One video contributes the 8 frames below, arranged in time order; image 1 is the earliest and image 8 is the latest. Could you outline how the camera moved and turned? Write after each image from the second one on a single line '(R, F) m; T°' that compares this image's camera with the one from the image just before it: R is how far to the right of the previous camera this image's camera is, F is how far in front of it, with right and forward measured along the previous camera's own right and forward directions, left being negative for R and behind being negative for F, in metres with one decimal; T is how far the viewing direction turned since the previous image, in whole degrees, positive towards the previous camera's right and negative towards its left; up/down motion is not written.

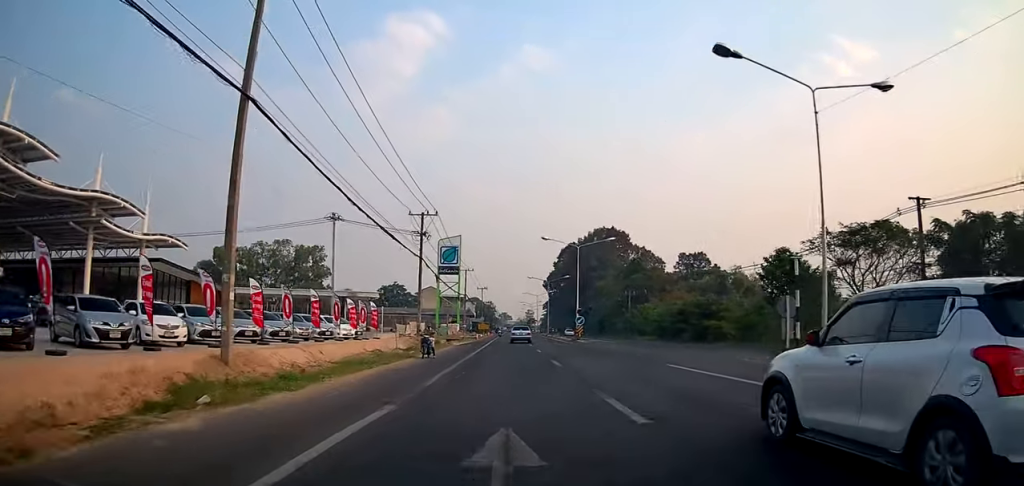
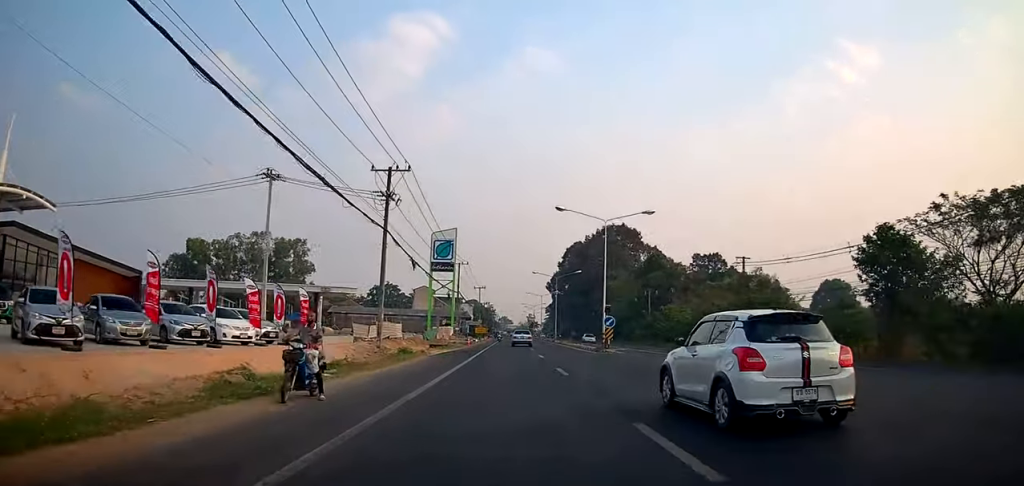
(0.0, +14.7) m; 0°
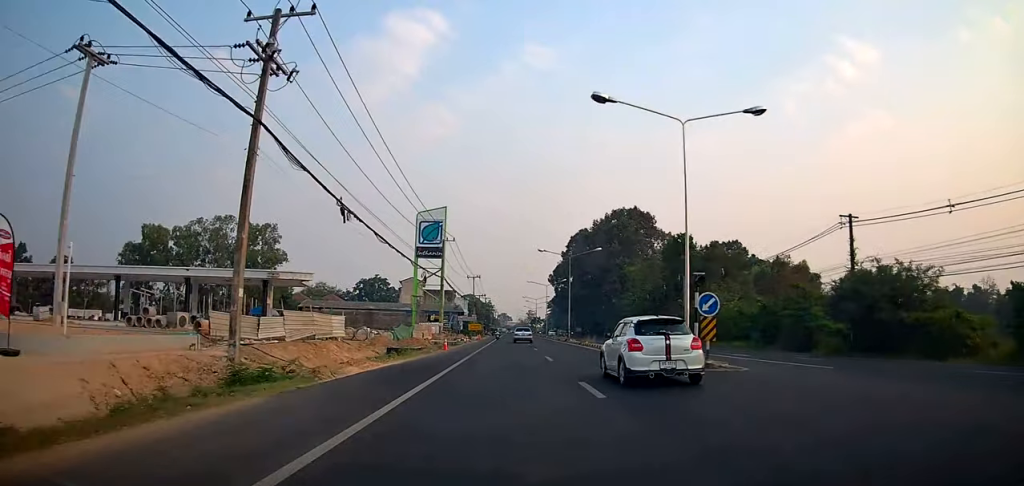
(0.0, +18.4) m; 0°
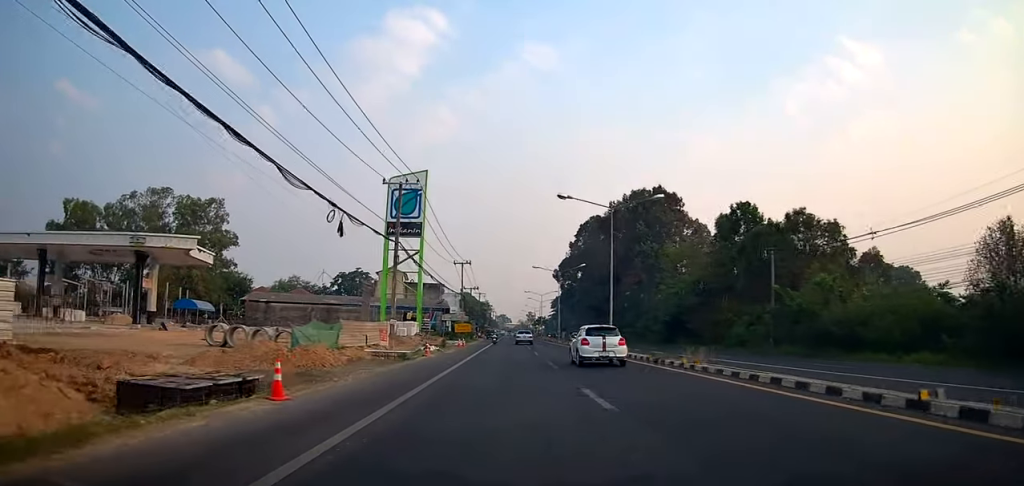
(0.0, +25.3) m; 0°
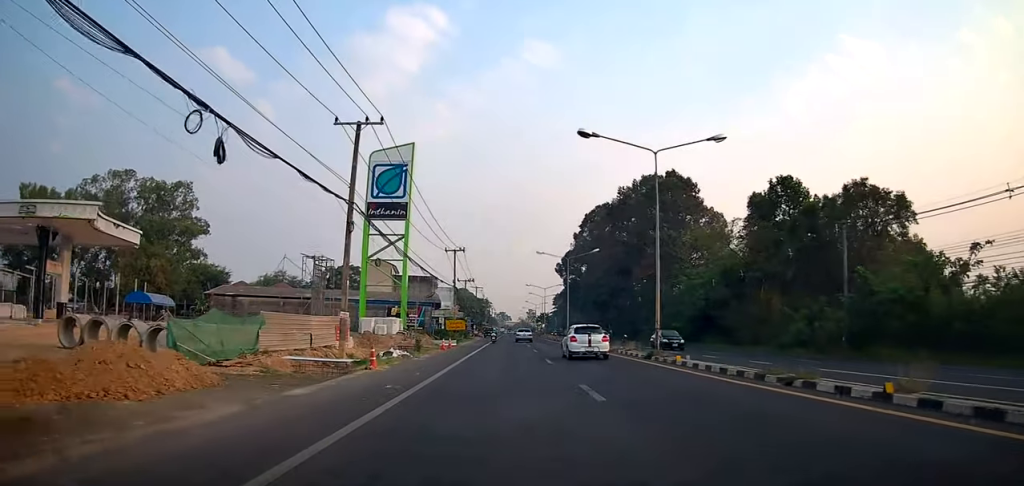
(0.0, +11.2) m; 0°
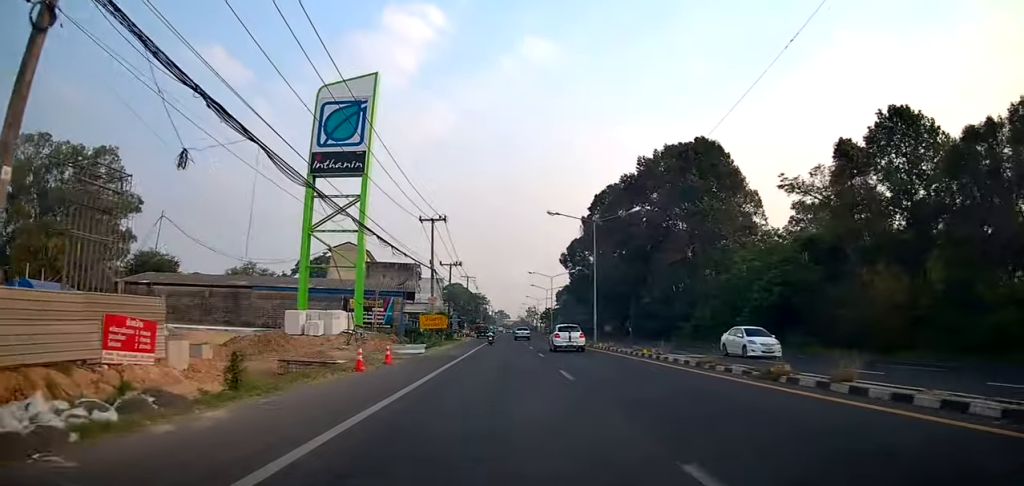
(0.0, +19.8) m; 0°
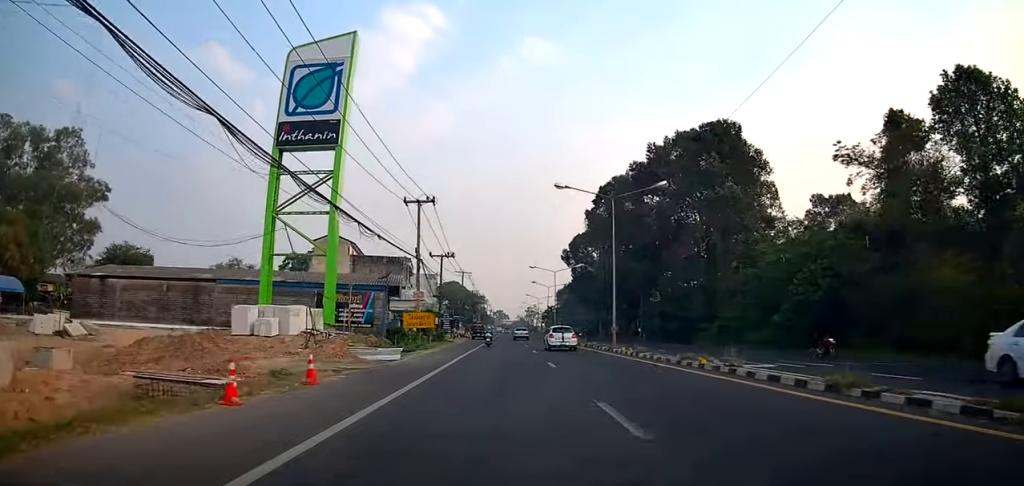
(0.0, +7.8) m; 0°
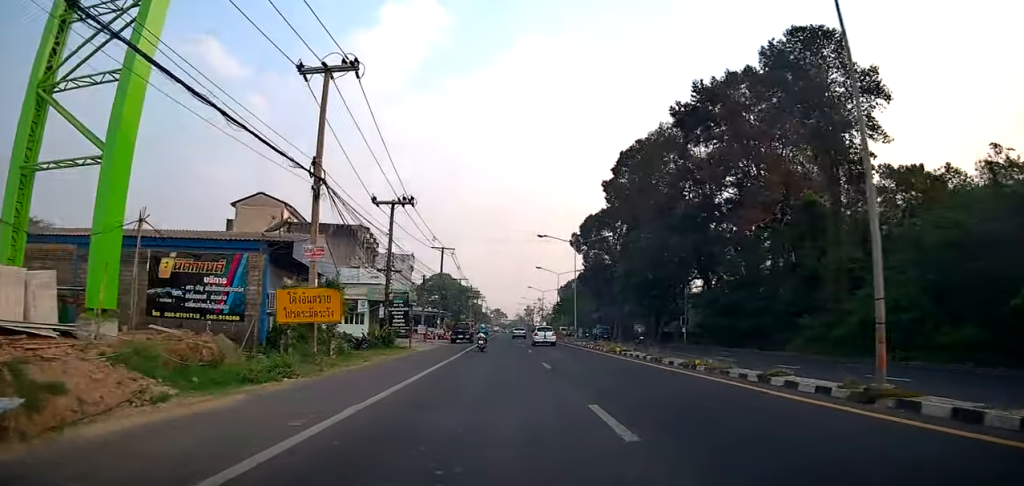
(0.0, +24.4) m; 0°
